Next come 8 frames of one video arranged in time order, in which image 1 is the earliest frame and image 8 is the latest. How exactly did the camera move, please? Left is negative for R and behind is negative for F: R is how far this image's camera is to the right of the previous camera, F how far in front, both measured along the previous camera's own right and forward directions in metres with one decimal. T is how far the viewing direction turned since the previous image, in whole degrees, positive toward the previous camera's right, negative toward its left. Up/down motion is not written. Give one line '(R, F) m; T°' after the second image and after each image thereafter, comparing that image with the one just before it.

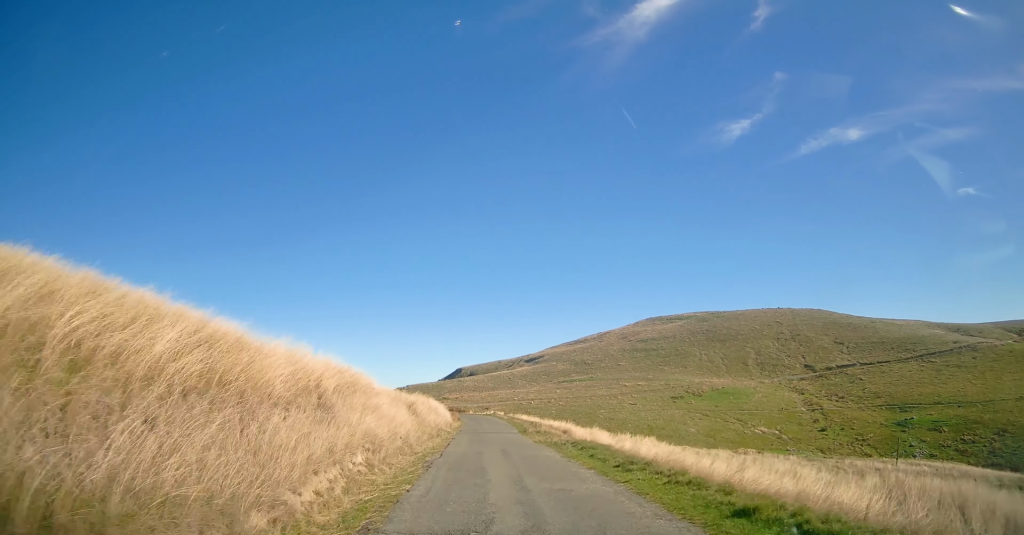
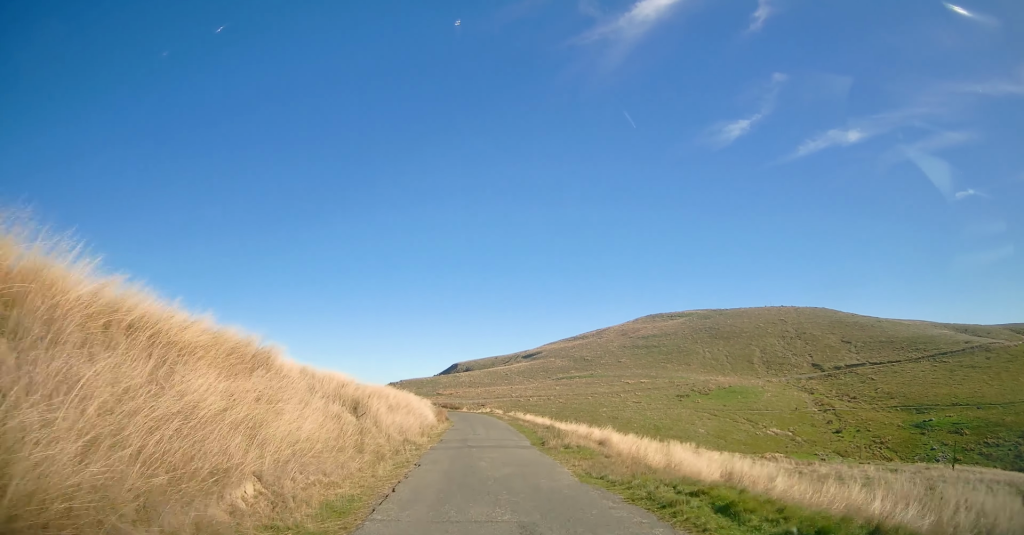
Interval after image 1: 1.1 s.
(+0.4, +12.1) m; +3°
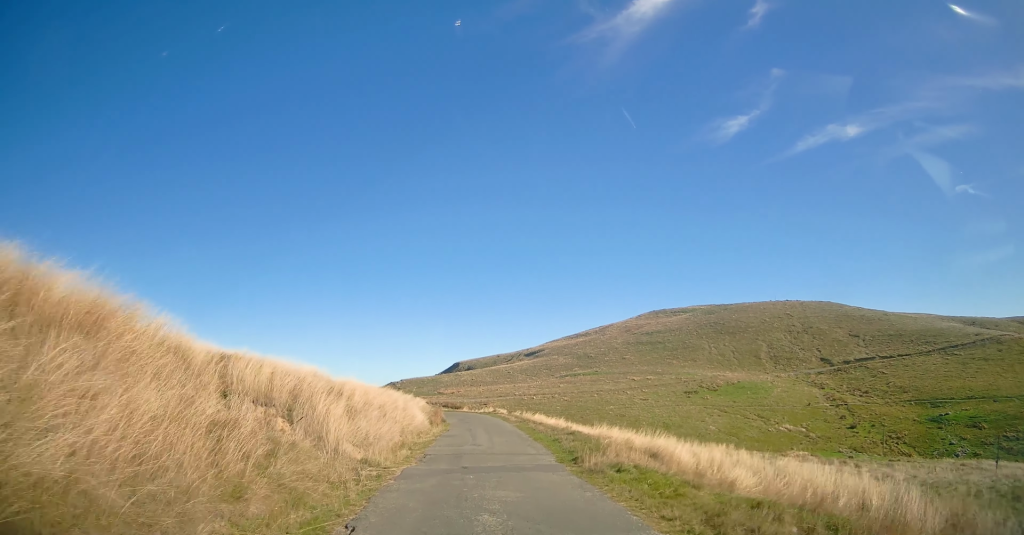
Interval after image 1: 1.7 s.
(+0.3, +6.9) m; -1°
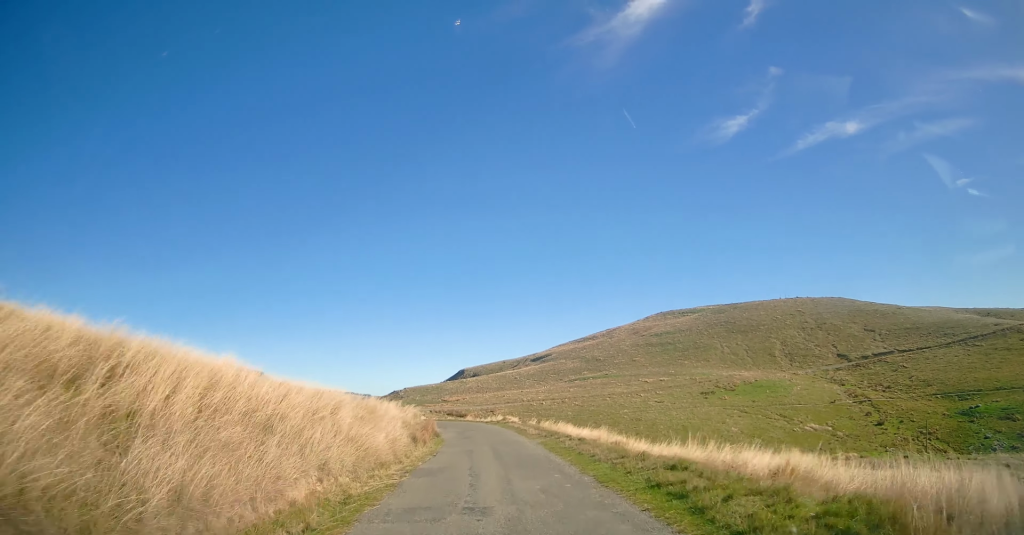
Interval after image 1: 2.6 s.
(-0.3, +10.7) m; 0°
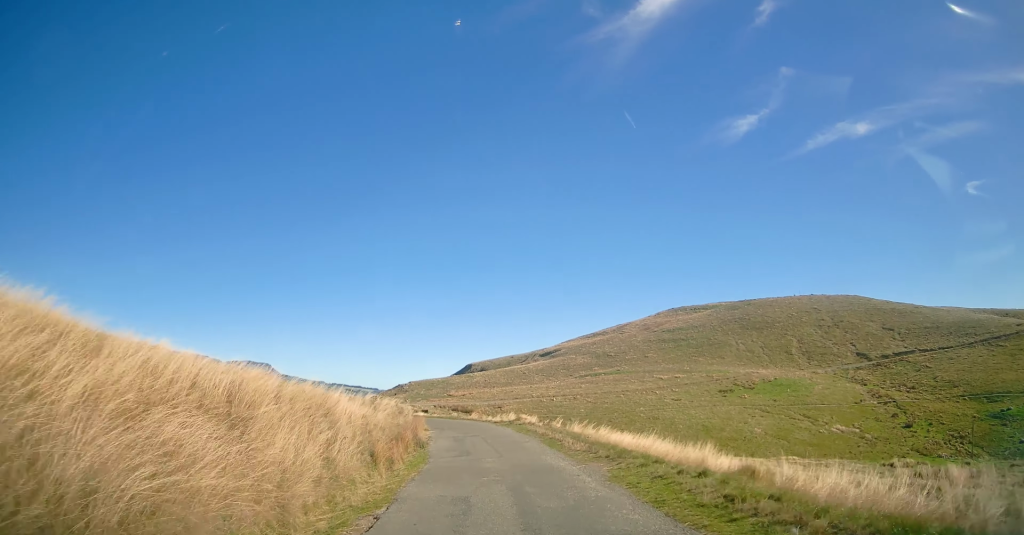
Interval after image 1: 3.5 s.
(+0.1, +10.3) m; 0°
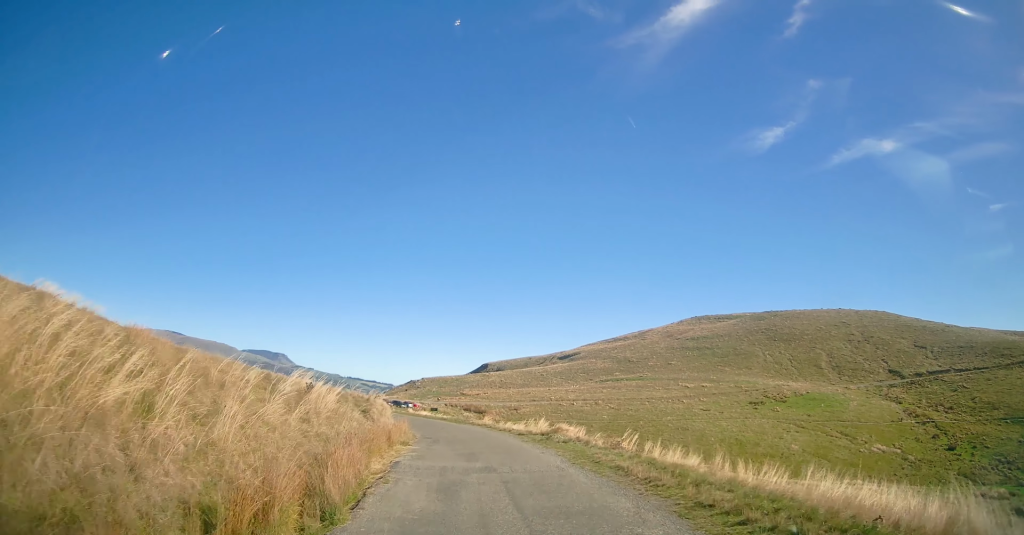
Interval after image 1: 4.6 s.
(-0.1, +12.9) m; -3°
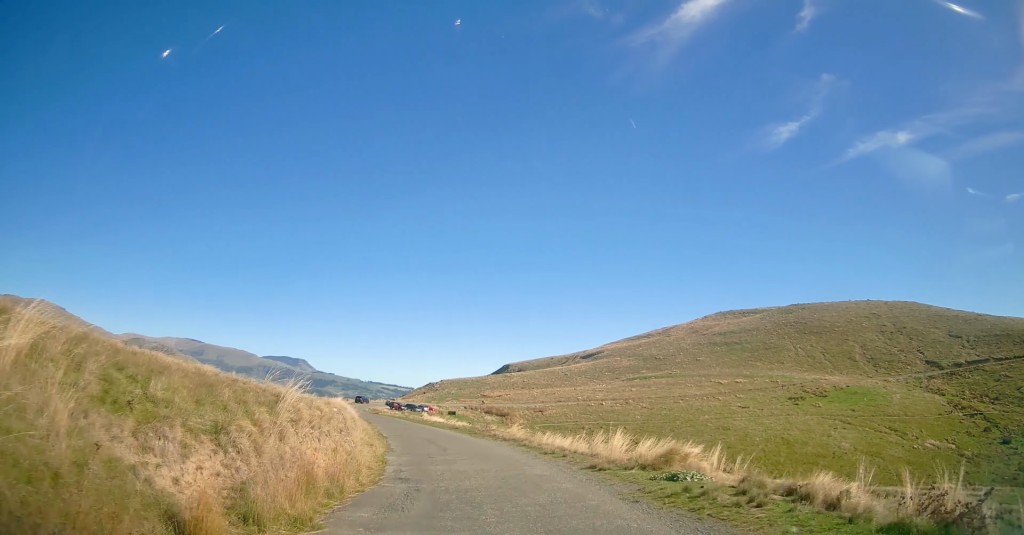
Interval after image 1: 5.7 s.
(-0.3, +12.2) m; -3°
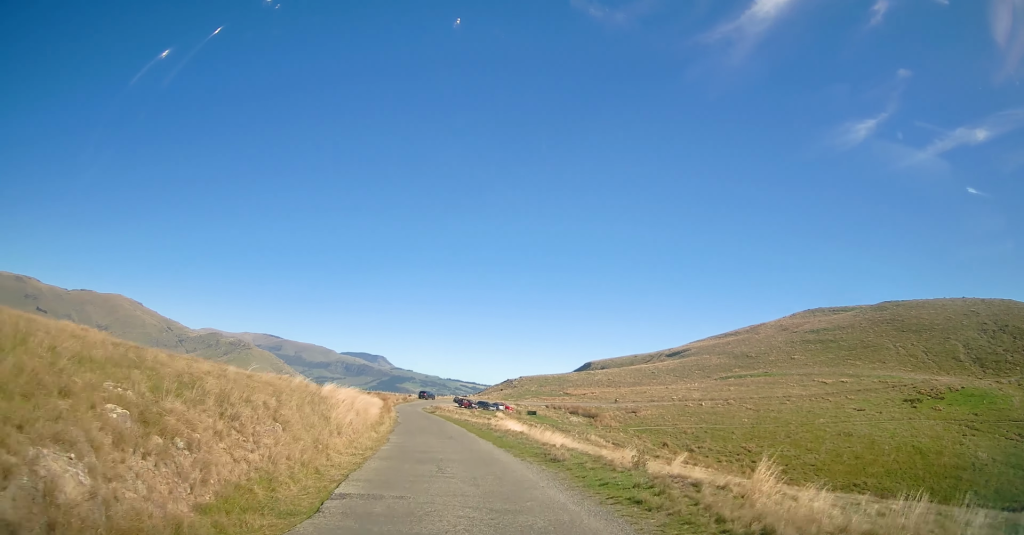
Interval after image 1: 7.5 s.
(-0.6, +19.9) m; -6°
